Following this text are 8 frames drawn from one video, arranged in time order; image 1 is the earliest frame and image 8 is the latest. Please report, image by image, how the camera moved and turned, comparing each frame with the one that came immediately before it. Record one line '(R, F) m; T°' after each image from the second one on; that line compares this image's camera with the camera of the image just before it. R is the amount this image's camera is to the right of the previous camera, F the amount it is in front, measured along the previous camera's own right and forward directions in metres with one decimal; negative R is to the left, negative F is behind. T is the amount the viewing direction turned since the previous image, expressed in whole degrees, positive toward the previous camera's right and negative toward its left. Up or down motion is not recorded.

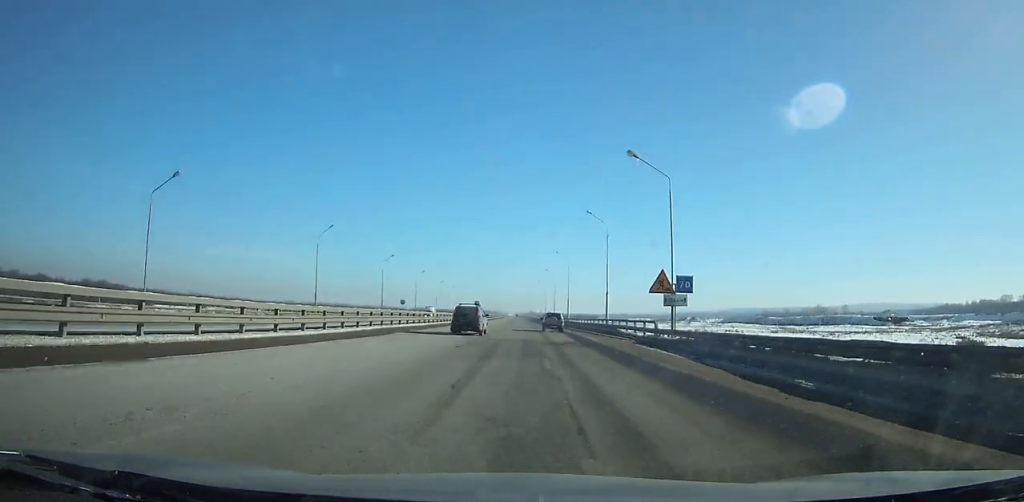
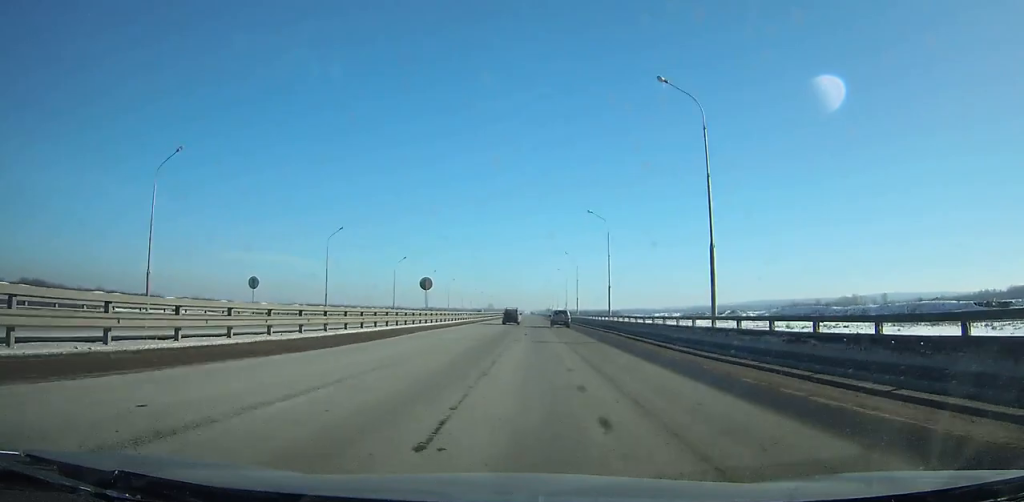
(-0.8, +80.5) m; -1°
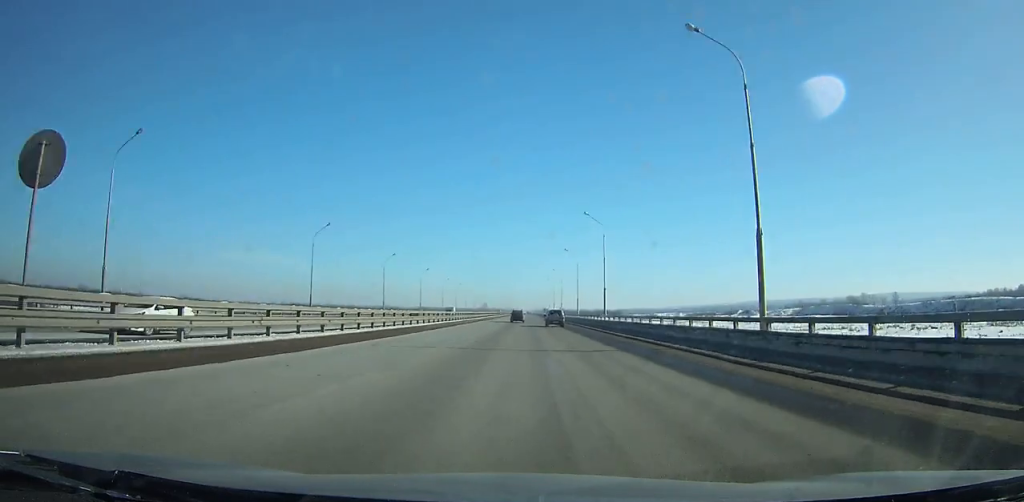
(-0.2, +44.5) m; 0°
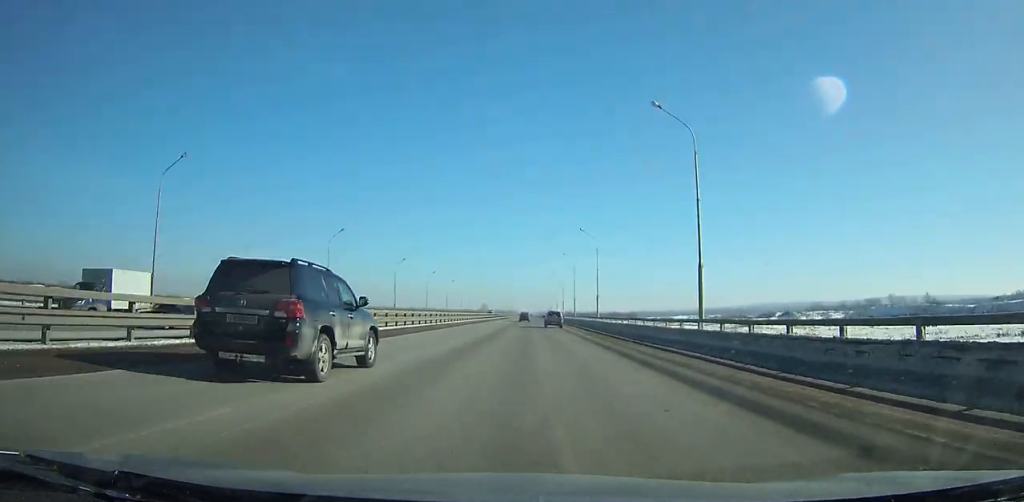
(-0.1, +73.8) m; 0°
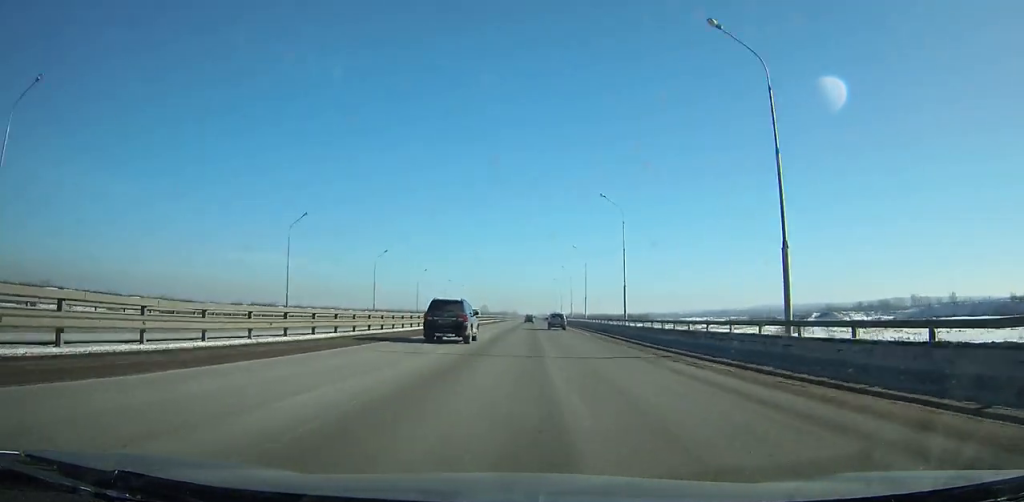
(0.0, +56.4) m; 0°
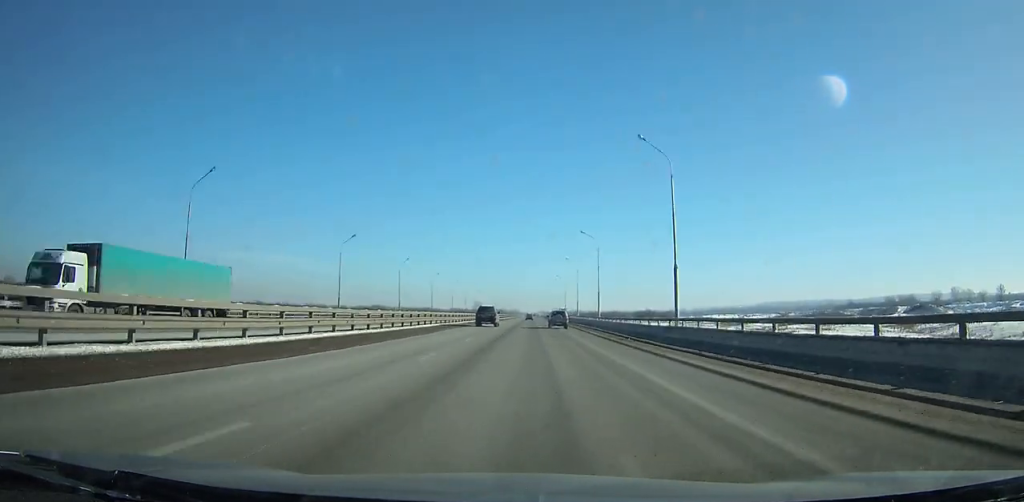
(+0.1, +98.5) m; 0°
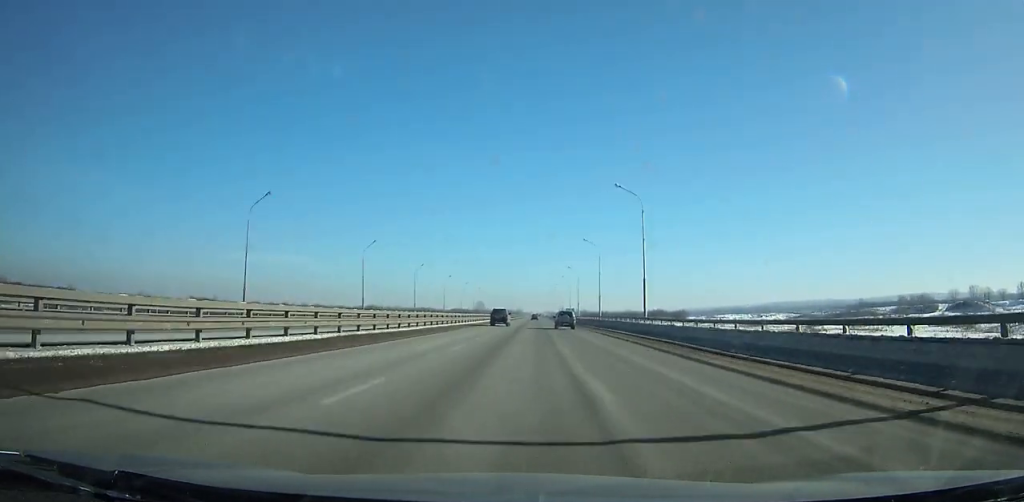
(-0.2, +30.4) m; 0°
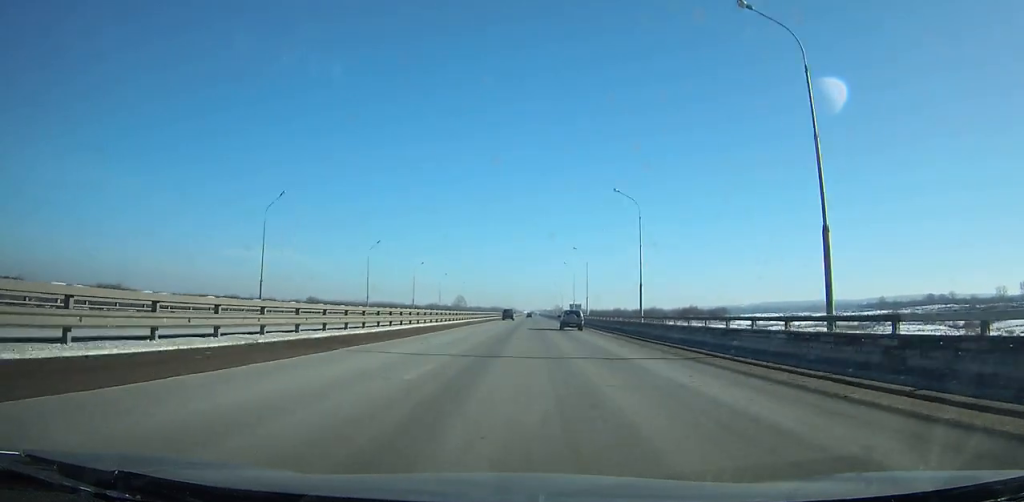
(-0.1, +115.7) m; 0°
